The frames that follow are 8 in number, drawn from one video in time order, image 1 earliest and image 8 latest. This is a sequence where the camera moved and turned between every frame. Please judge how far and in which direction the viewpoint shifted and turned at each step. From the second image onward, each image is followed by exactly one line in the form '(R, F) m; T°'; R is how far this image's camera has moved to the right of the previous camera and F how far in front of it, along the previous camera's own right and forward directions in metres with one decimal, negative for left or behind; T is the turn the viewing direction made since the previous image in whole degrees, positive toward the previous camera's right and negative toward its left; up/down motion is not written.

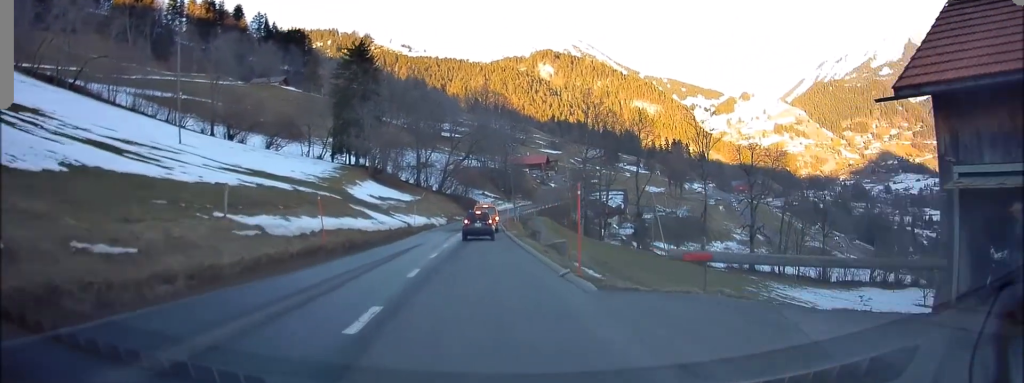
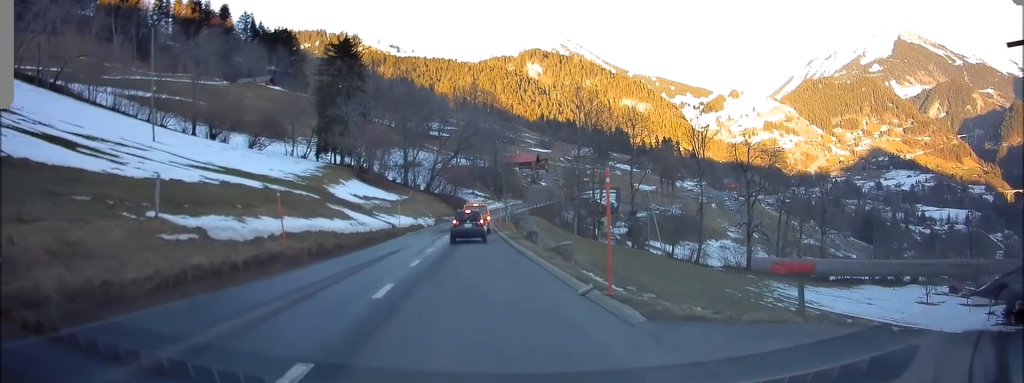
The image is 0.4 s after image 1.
(0.0, +3.6) m; +1°
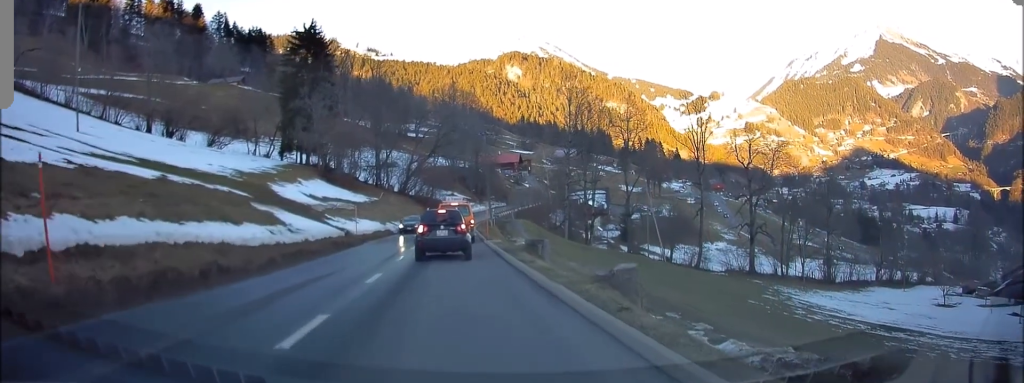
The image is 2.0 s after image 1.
(+0.3, +9.7) m; +2°
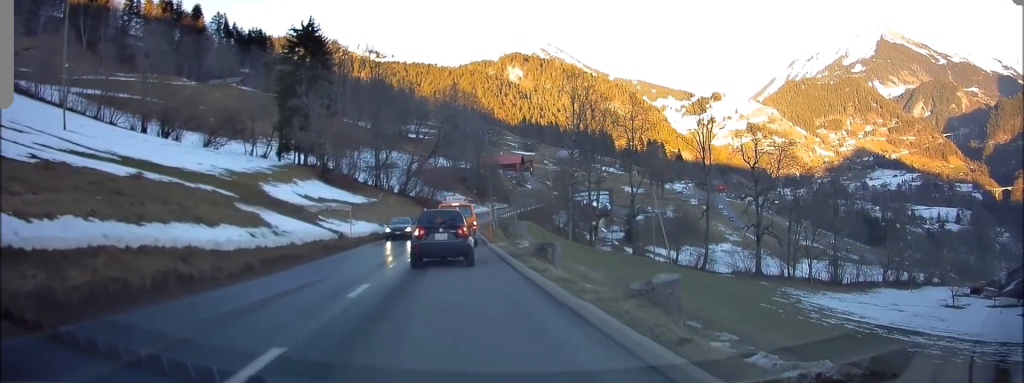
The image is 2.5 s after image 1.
(0.0, +2.2) m; -2°
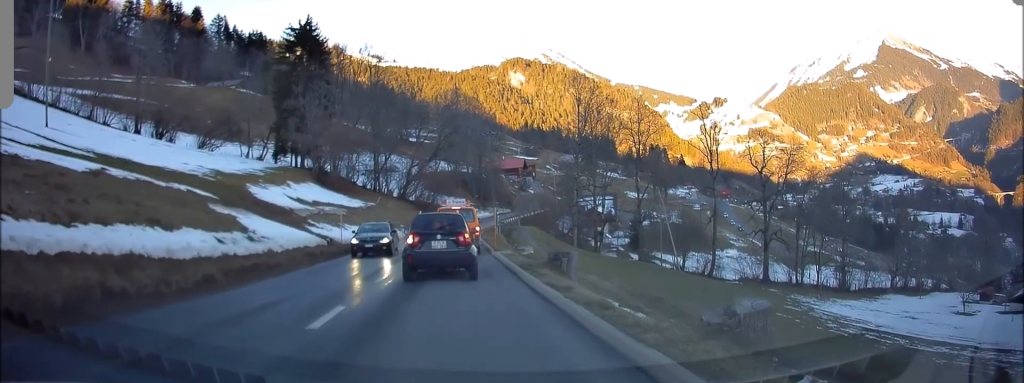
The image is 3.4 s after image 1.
(-0.1, +2.6) m; -1°
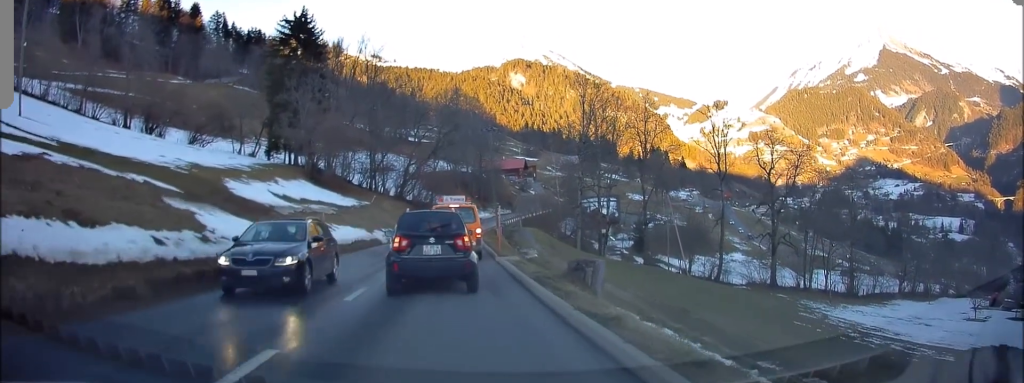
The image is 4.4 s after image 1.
(+0.1, +2.5) m; +2°
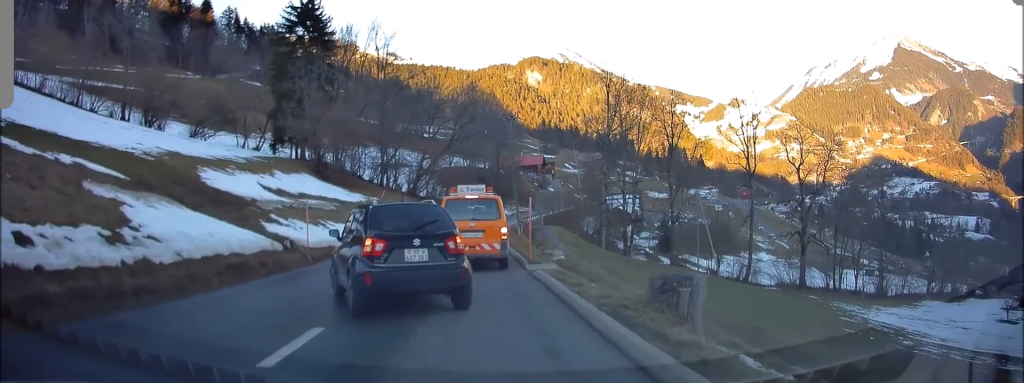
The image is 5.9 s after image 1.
(0.0, +4.1) m; -1°
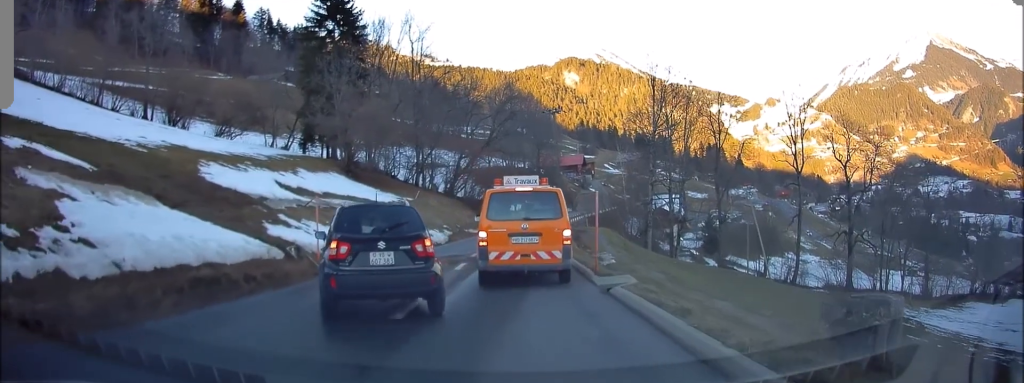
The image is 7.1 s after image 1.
(-0.1, +3.7) m; -3°
